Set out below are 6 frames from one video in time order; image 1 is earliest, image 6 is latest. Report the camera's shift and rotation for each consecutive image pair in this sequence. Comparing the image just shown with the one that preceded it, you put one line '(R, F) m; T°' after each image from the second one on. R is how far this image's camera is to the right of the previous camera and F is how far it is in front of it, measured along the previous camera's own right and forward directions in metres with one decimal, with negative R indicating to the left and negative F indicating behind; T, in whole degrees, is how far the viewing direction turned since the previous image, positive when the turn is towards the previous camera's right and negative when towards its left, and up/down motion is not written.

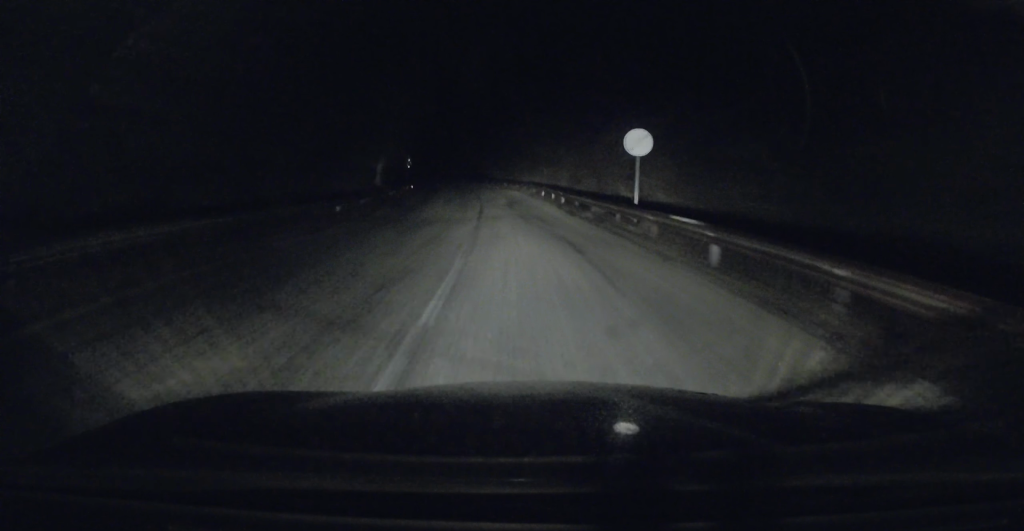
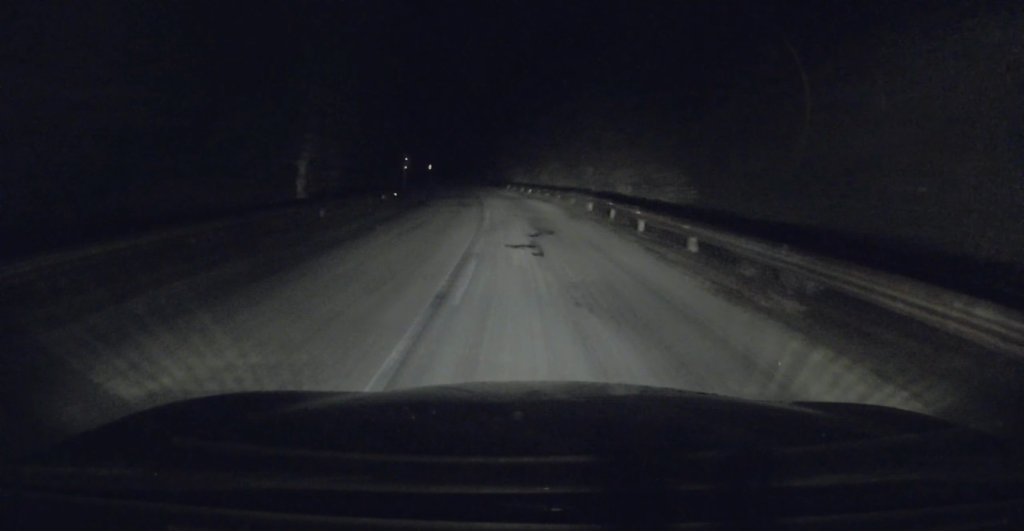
(0.0, +14.1) m; -1°
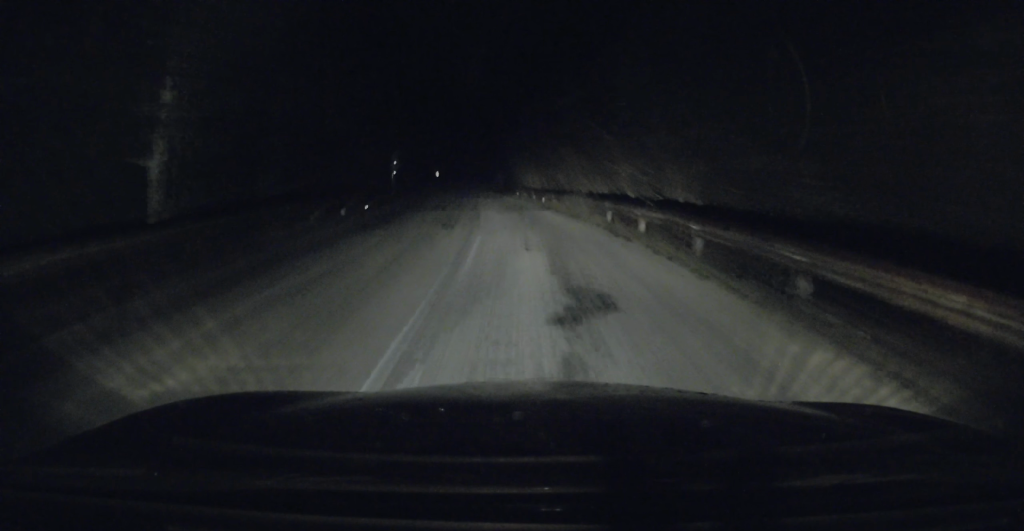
(-0.1, +8.0) m; -1°
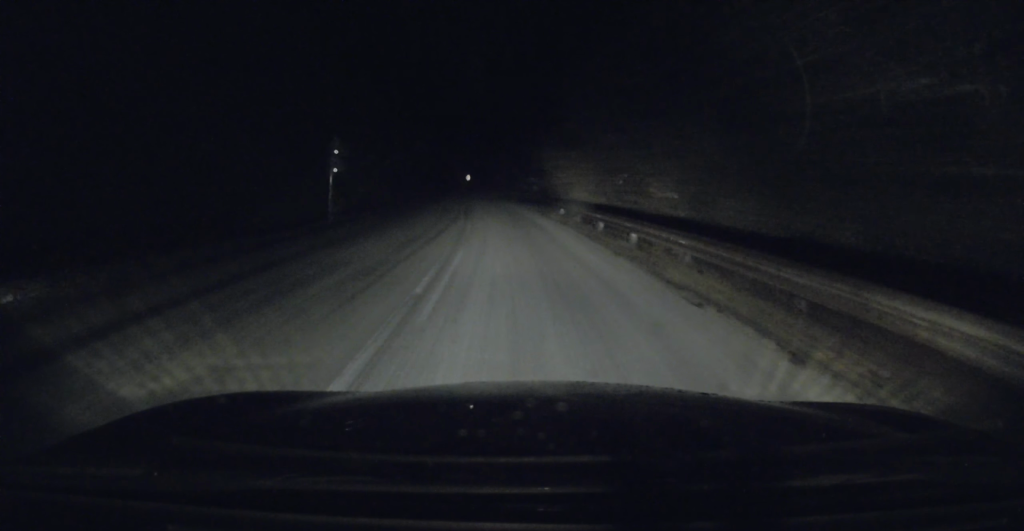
(-0.6, +19.5) m; -3°
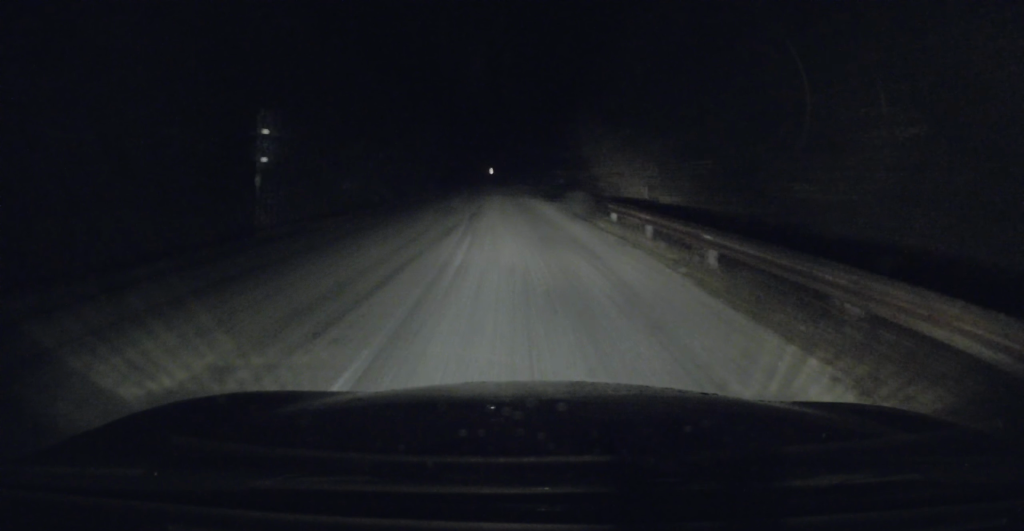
(0.0, +8.1) m; -2°
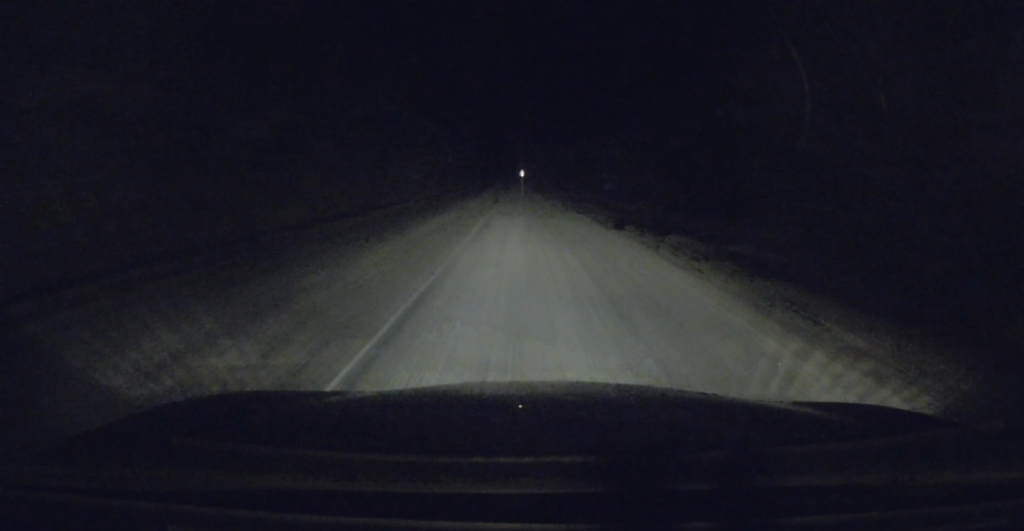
(-0.7, +21.3) m; -2°
